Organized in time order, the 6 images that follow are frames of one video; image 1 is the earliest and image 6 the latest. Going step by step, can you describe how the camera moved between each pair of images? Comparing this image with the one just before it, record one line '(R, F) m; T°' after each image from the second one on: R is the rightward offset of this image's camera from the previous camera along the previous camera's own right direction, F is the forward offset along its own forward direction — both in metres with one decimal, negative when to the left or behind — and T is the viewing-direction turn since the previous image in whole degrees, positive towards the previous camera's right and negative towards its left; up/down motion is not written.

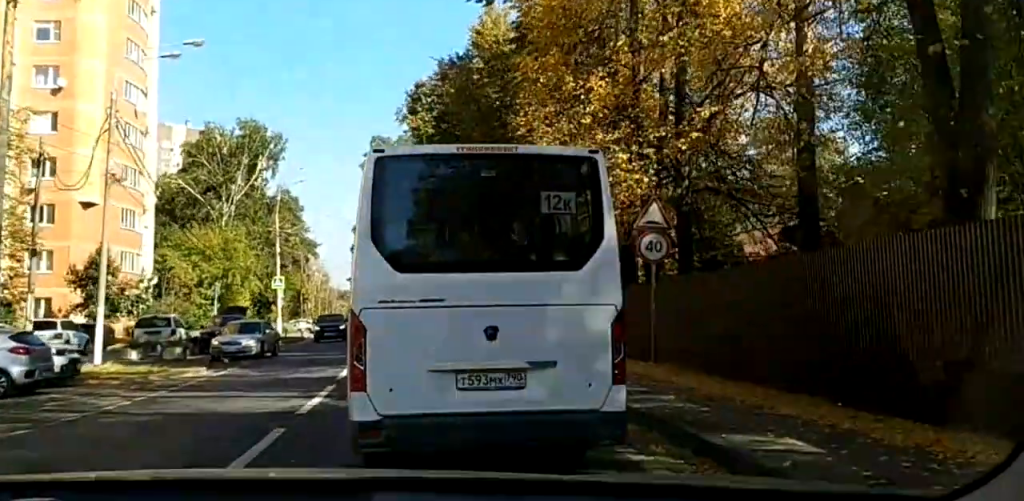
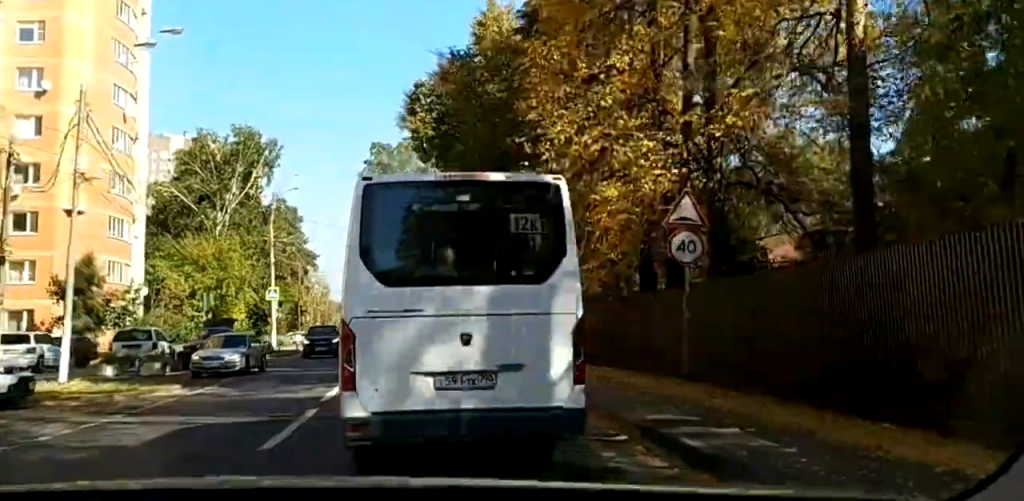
(0.0, +1.5) m; -2°
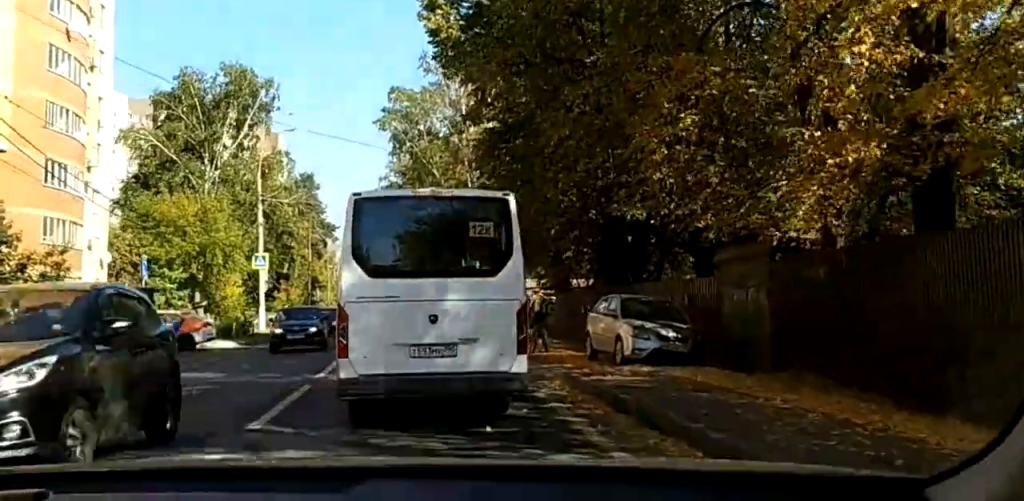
(+0.1, +10.5) m; +1°
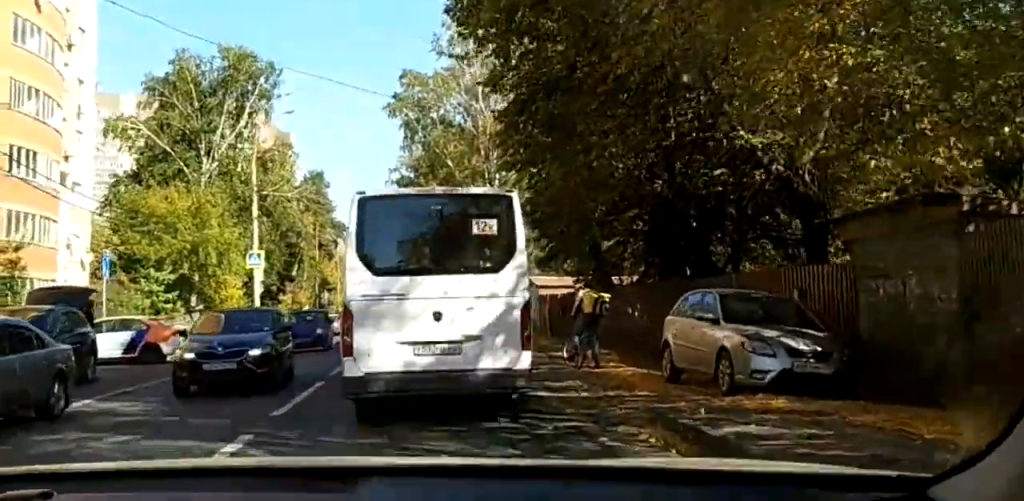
(-0.1, +5.2) m; -2°
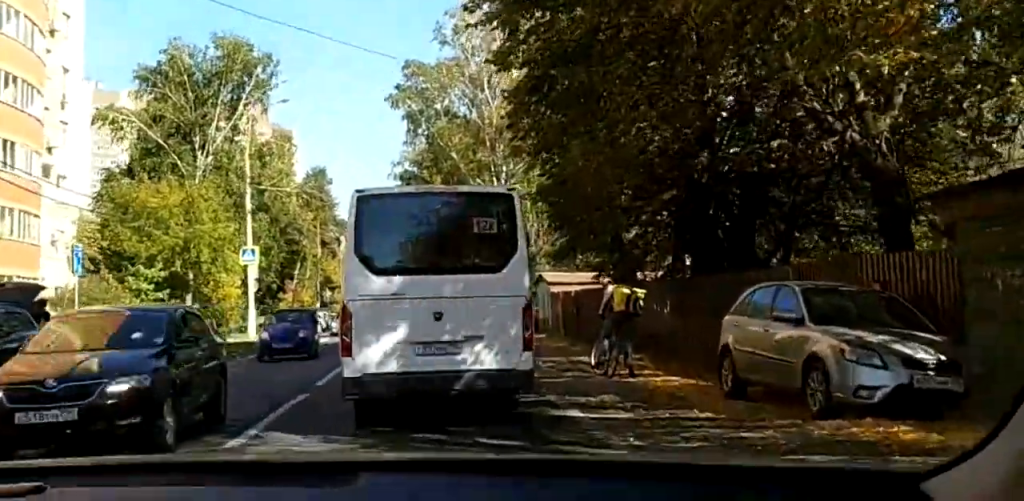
(0.0, +2.5) m; -1°
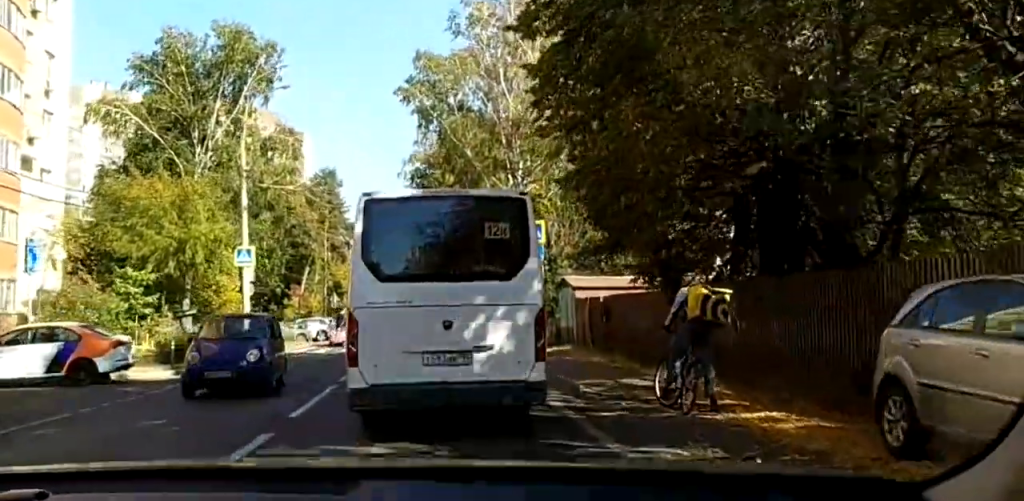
(0.0, +3.7) m; 0°
